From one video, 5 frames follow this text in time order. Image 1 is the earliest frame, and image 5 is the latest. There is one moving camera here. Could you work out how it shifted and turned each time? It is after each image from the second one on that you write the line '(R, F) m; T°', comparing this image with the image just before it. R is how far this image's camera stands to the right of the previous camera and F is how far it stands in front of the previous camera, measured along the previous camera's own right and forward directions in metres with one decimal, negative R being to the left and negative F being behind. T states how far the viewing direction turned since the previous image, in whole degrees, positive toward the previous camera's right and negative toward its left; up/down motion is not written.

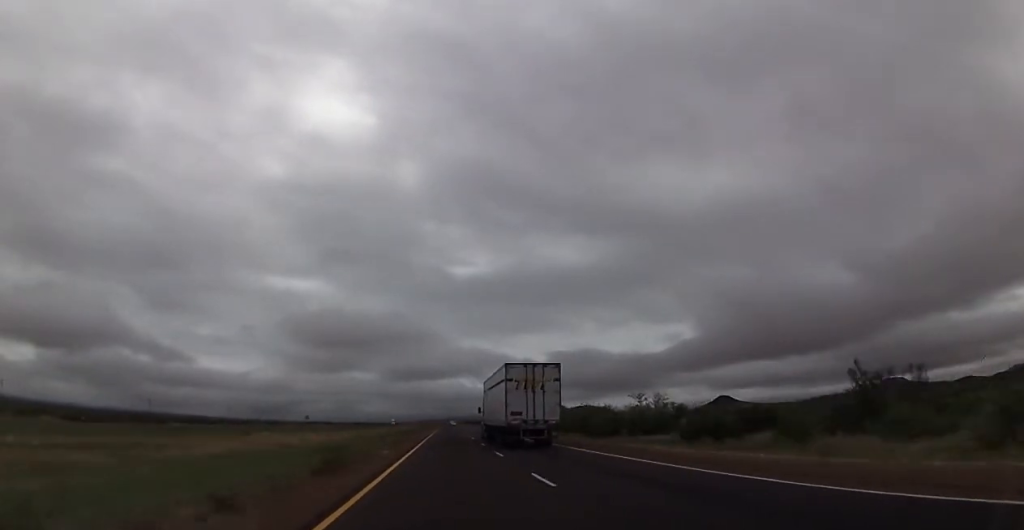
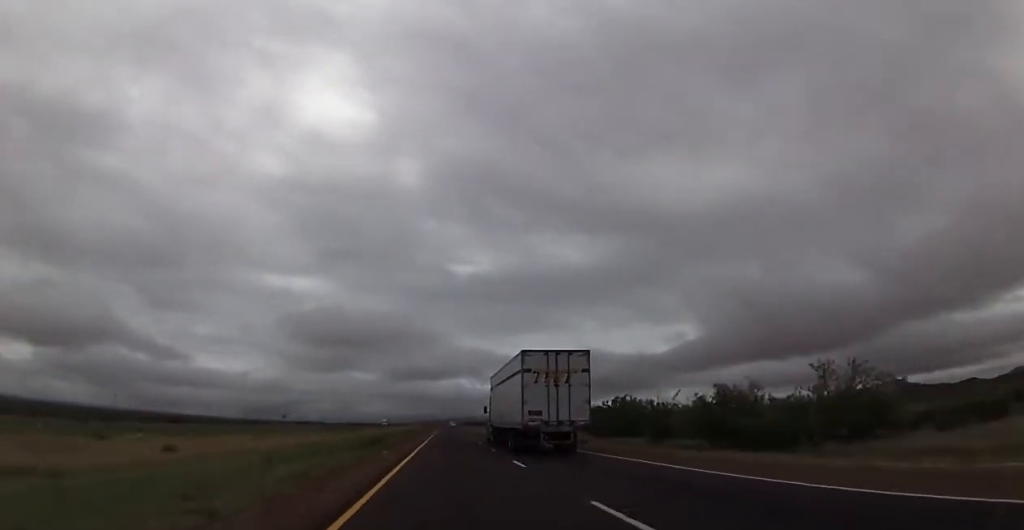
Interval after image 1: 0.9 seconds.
(+0.3, +30.5) m; +1°
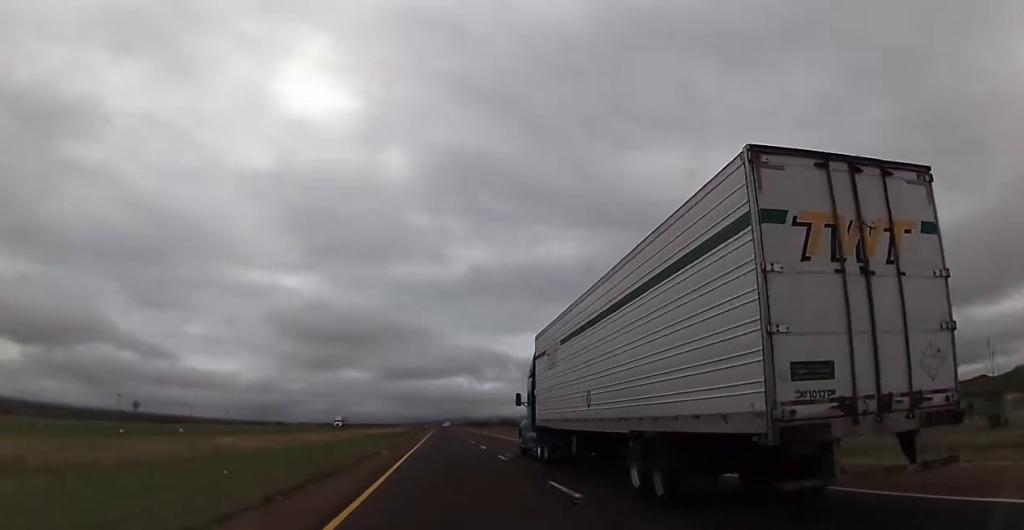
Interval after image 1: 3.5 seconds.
(0.0, +93.6) m; 0°
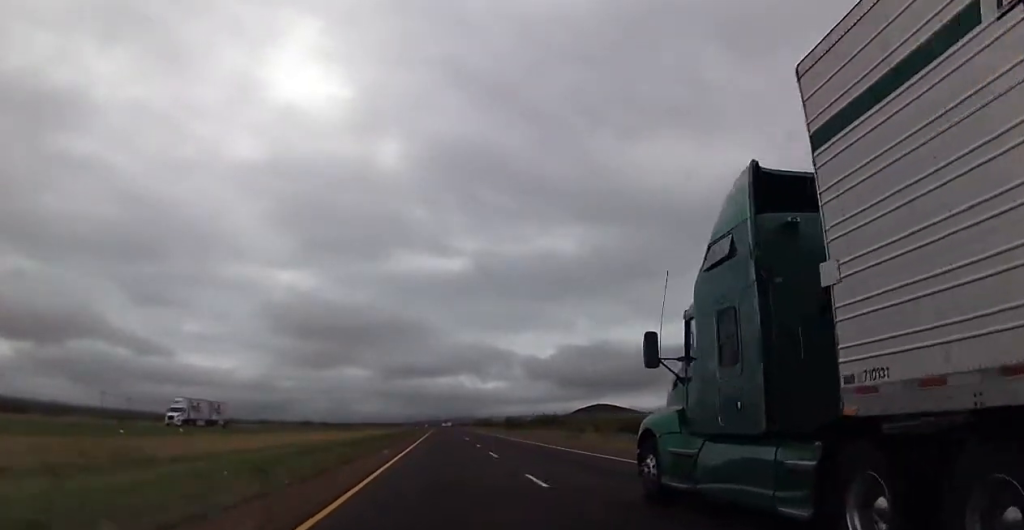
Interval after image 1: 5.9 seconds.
(+1.2, +83.1) m; +1°
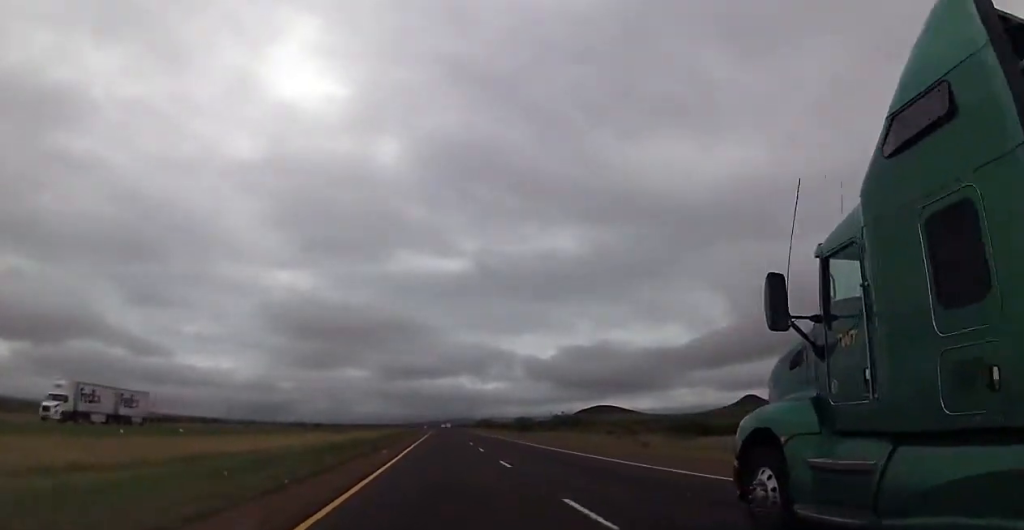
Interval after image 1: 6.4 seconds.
(-0.2, +17.6) m; 0°
